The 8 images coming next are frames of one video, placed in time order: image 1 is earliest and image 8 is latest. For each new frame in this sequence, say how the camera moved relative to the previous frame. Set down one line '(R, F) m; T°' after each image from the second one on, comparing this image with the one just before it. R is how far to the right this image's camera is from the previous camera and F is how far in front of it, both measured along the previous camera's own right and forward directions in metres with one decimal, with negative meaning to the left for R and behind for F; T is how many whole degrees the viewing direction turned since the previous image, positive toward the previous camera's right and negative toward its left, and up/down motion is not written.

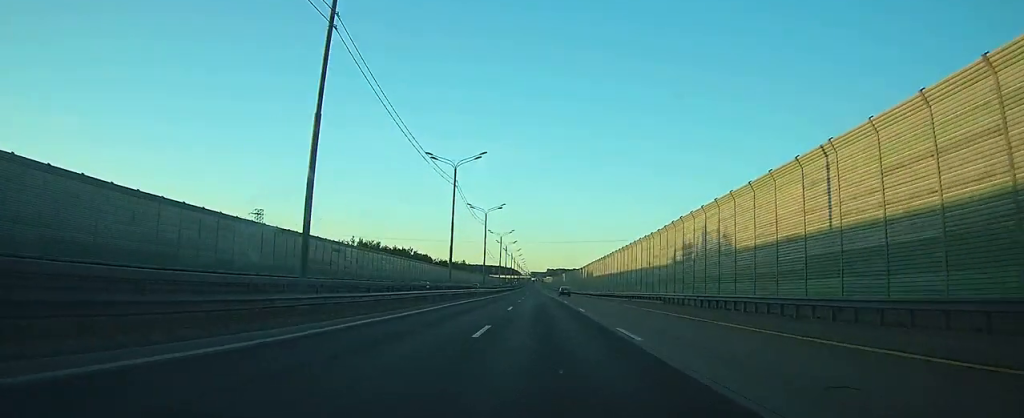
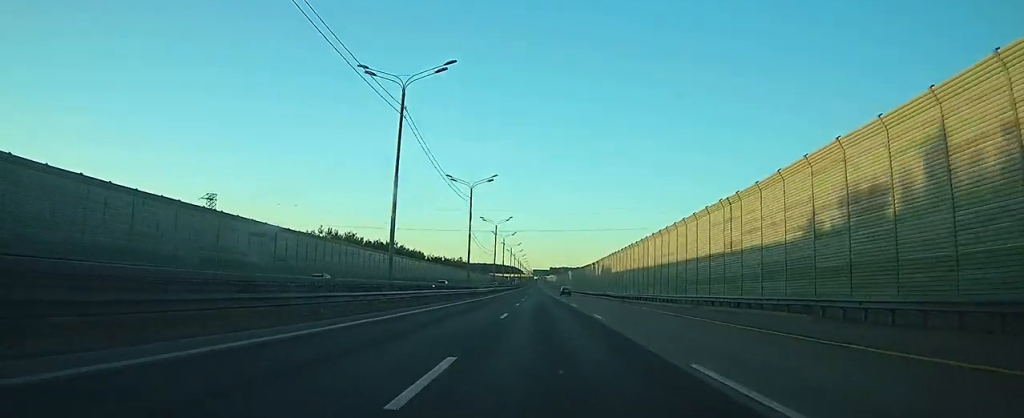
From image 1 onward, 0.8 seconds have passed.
(-0.1, +24.3) m; -1°
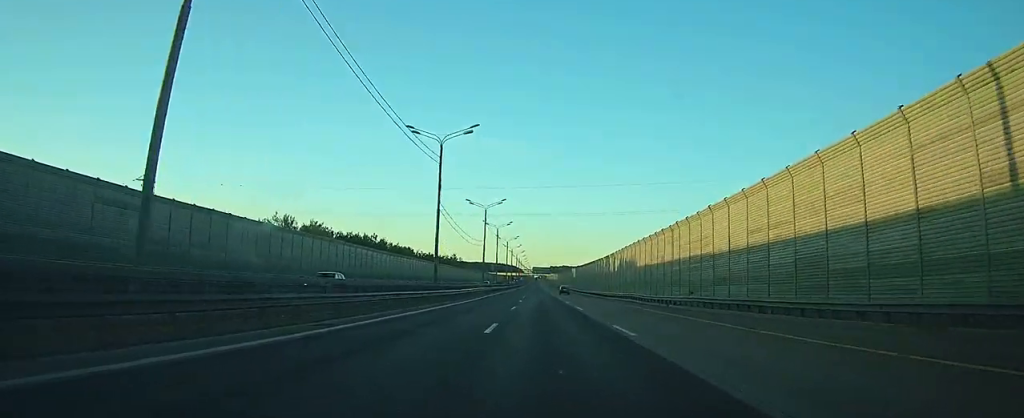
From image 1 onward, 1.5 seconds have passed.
(-0.2, +22.2) m; -1°
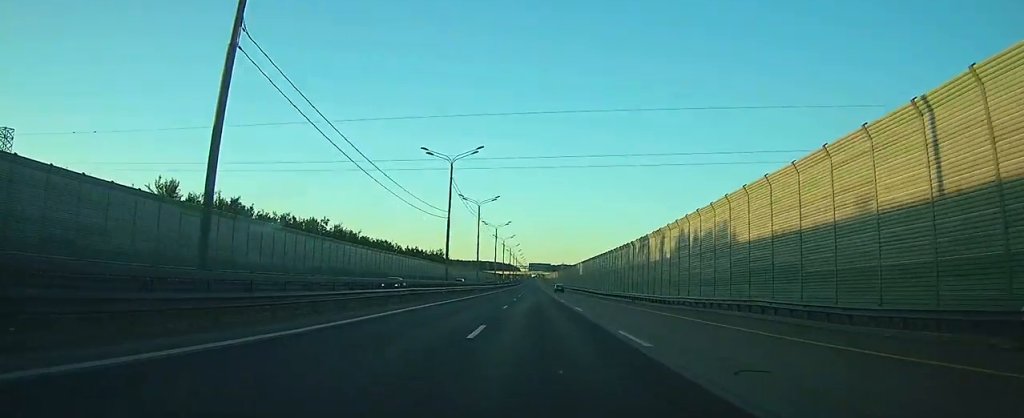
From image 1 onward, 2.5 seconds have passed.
(-0.2, +33.9) m; 0°
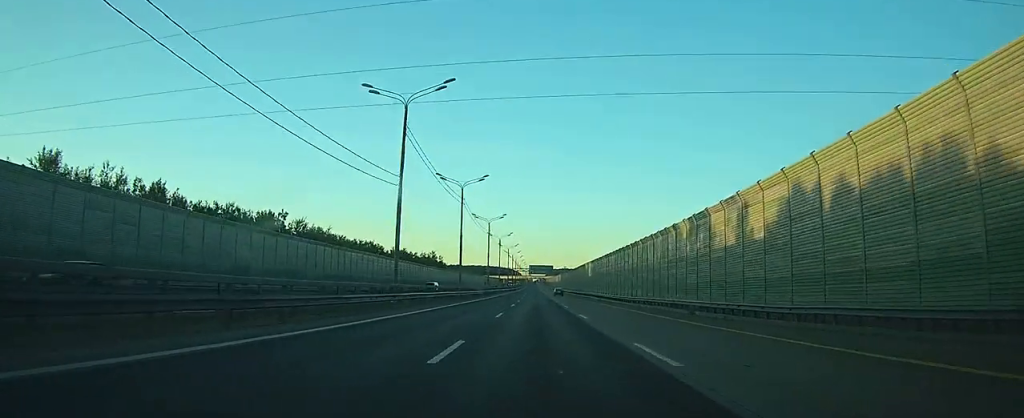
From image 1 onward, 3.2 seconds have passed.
(0.0, +20.2) m; 0°
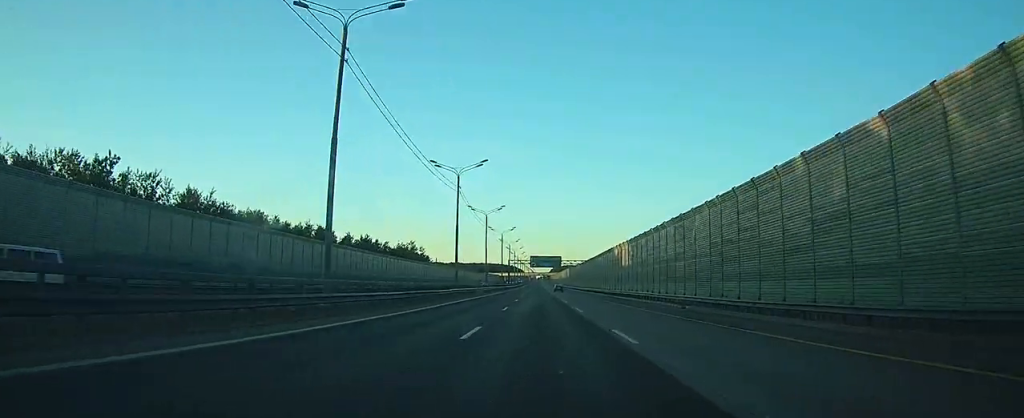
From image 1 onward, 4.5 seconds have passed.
(-0.1, +43.6) m; 0°
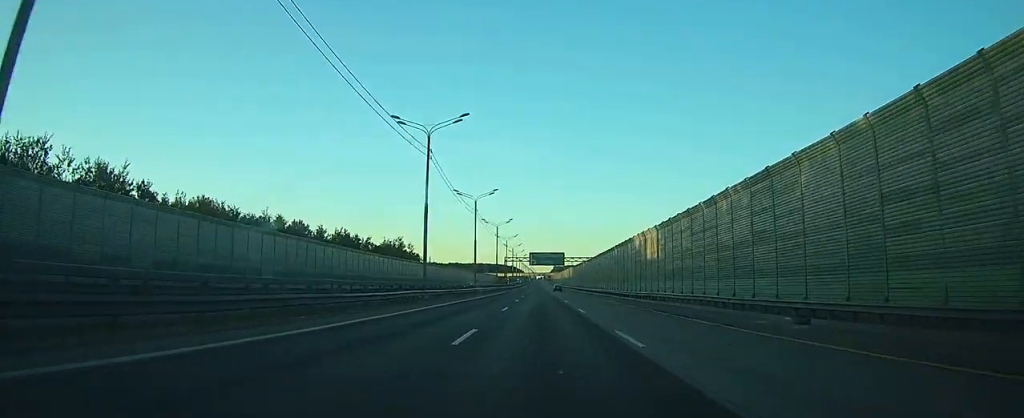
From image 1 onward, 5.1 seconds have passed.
(+0.1, +17.1) m; 0°
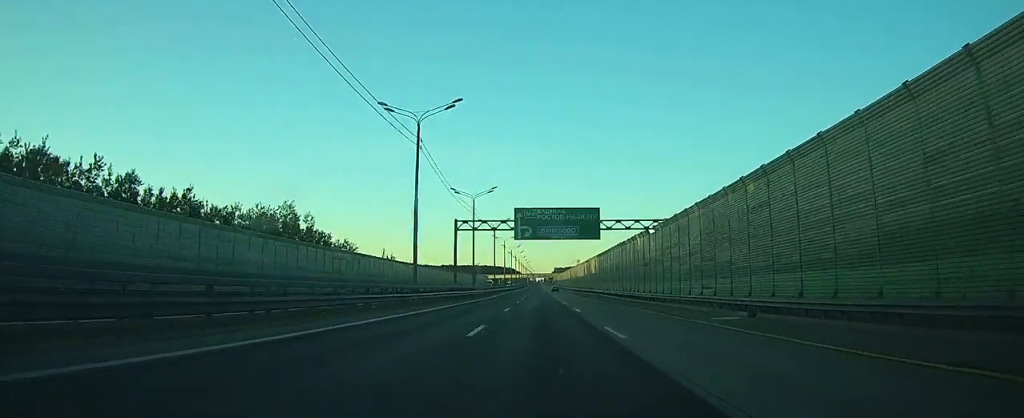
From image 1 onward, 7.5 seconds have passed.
(+0.5, +77.4) m; 0°
